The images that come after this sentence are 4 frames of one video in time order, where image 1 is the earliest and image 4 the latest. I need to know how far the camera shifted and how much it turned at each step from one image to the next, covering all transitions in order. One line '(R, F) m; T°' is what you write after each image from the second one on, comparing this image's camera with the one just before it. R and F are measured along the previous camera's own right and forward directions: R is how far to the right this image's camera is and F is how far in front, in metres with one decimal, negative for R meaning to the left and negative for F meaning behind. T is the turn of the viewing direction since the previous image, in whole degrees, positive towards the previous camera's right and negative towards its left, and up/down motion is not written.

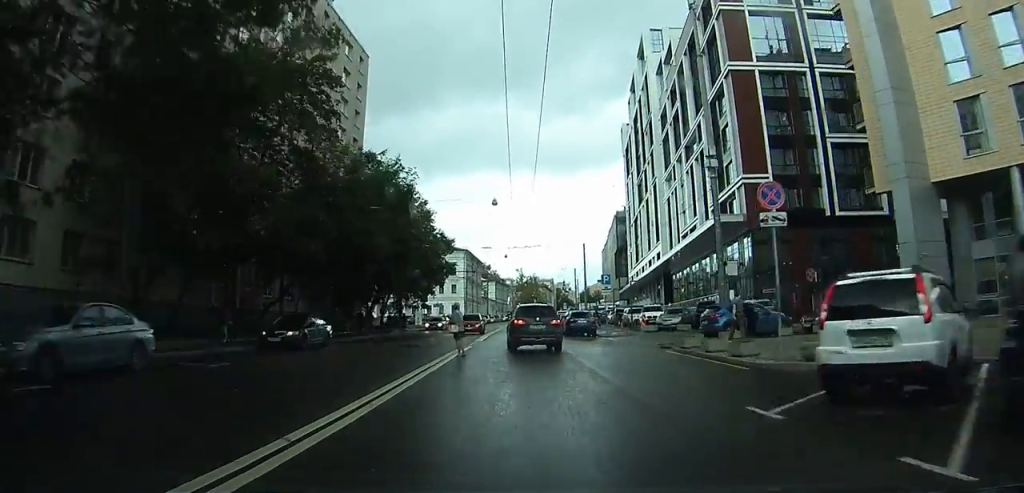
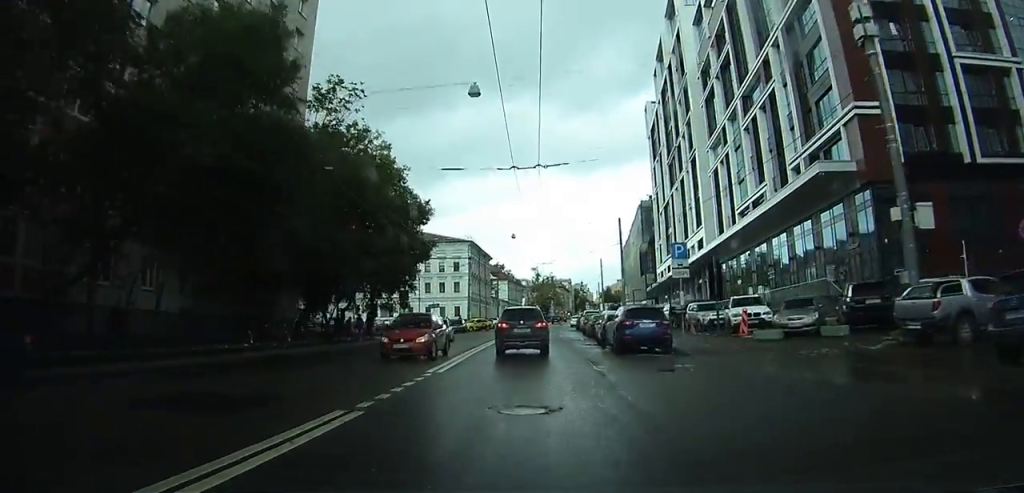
(+0.1, +17.7) m; 0°
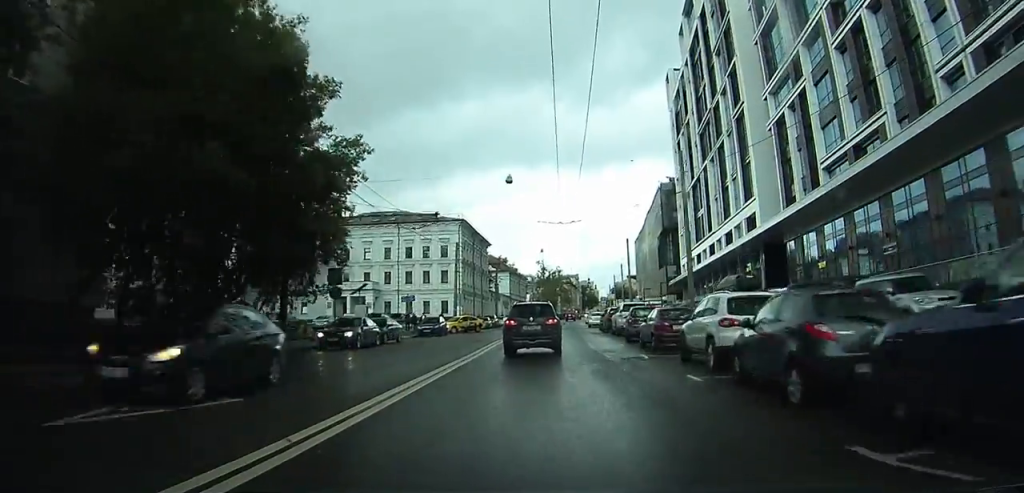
(-0.1, +18.8) m; 0°
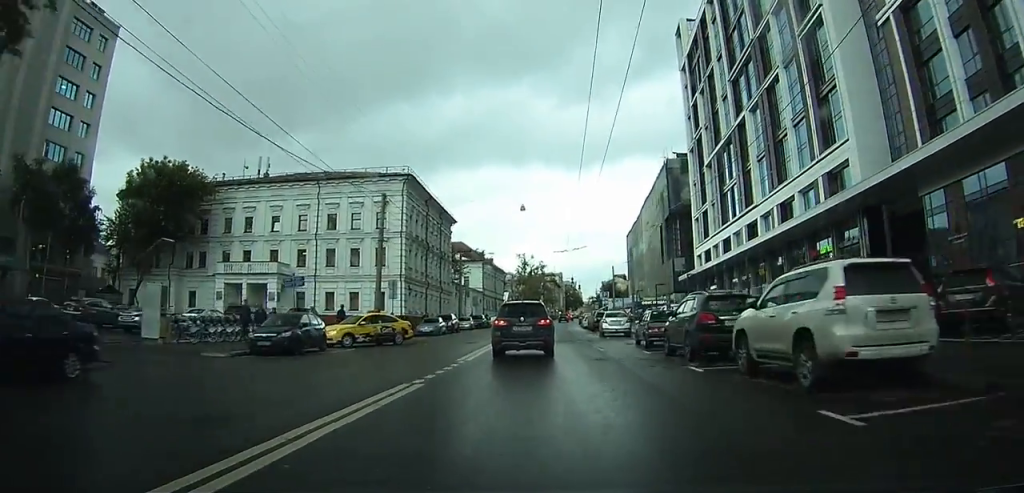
(+0.5, +25.6) m; +3°
